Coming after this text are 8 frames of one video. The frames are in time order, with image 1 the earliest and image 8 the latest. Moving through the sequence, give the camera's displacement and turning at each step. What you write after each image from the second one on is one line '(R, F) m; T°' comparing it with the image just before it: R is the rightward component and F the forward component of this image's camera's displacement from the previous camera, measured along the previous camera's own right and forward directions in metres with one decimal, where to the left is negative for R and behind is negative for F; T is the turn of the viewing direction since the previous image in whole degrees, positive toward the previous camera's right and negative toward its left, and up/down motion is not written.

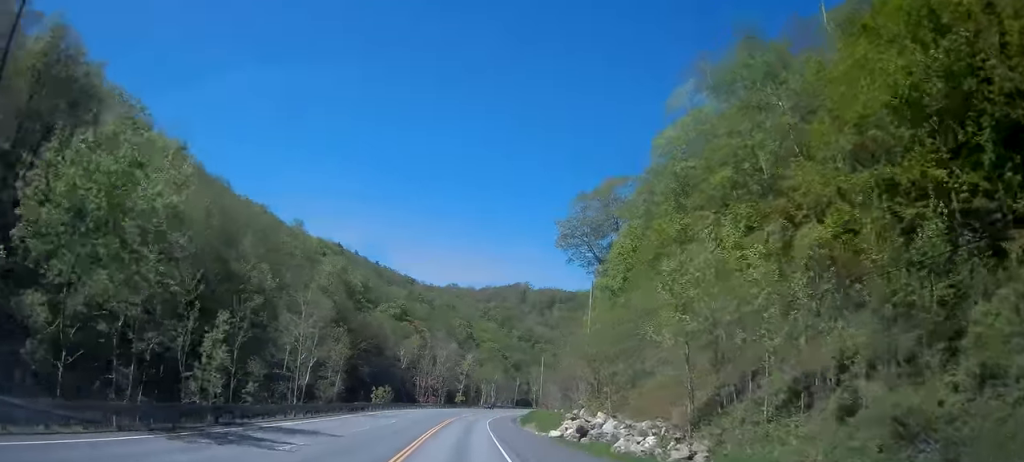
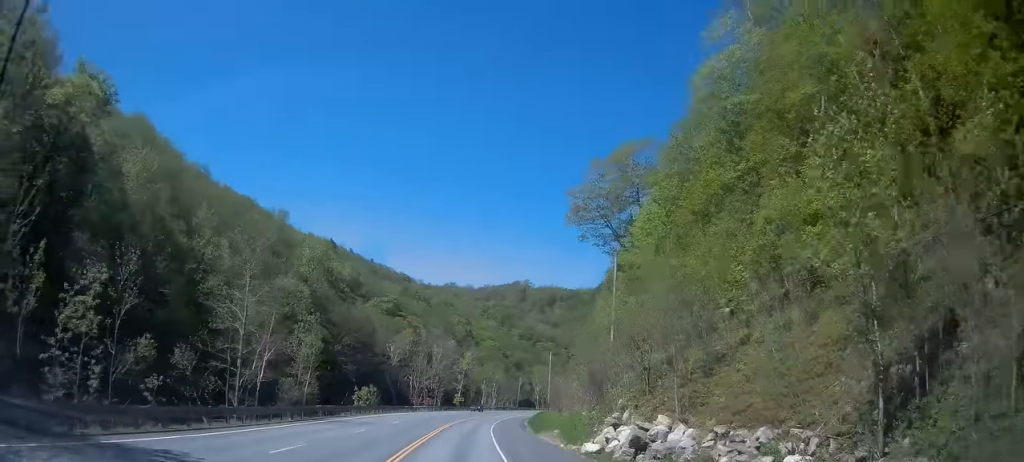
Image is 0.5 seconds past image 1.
(-0.2, +12.4) m; 0°
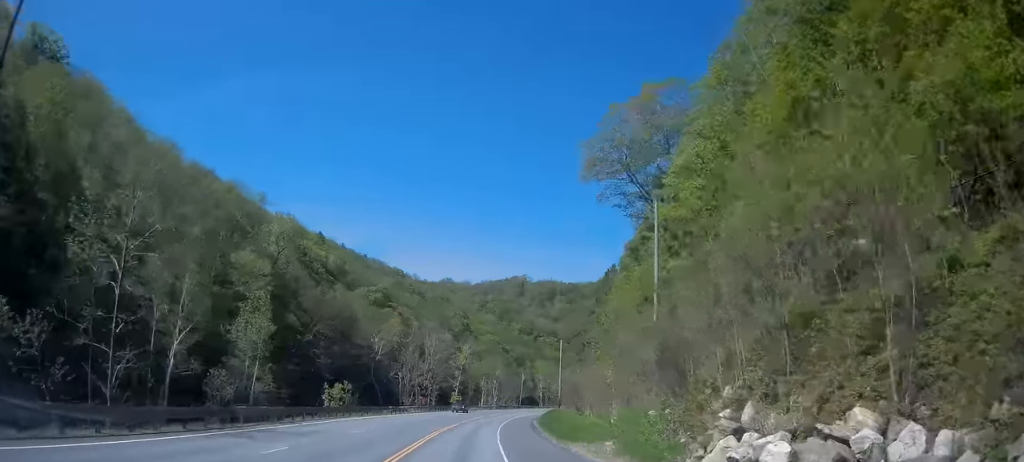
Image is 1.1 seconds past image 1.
(0.0, +14.0) m; +1°
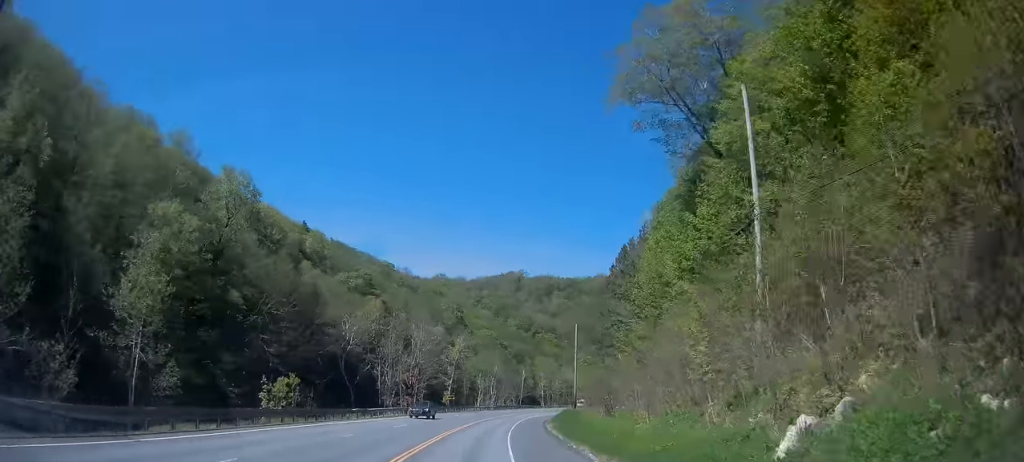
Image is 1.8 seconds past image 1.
(+0.1, +16.4) m; +1°
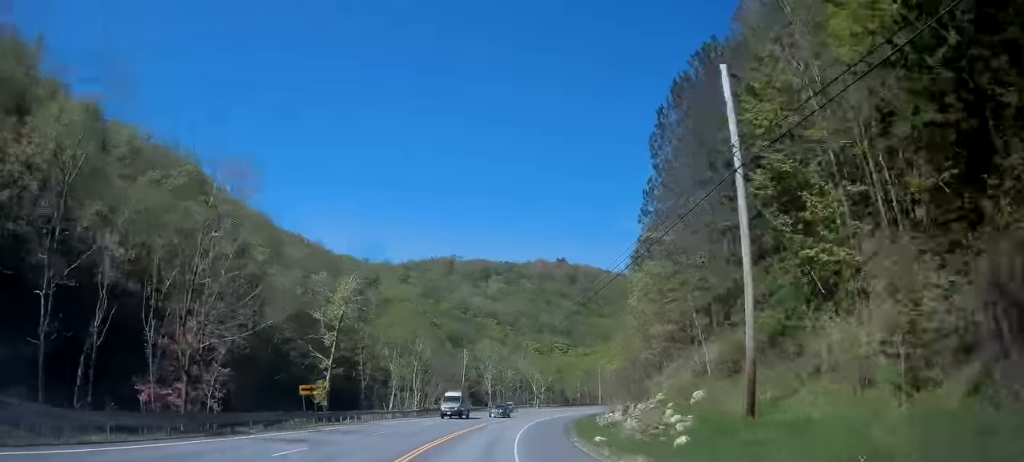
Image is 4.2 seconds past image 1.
(+3.4, +54.9) m; +7°
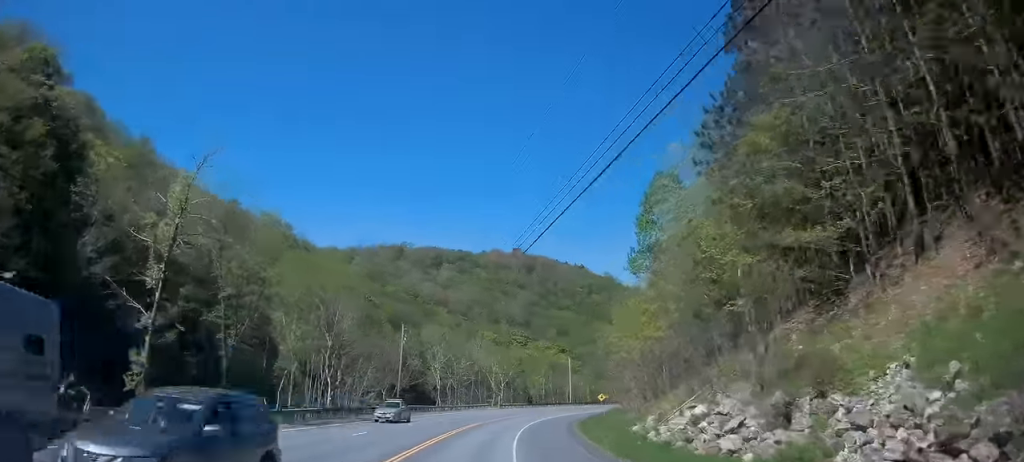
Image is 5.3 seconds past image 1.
(+0.8, +27.0) m; +4°
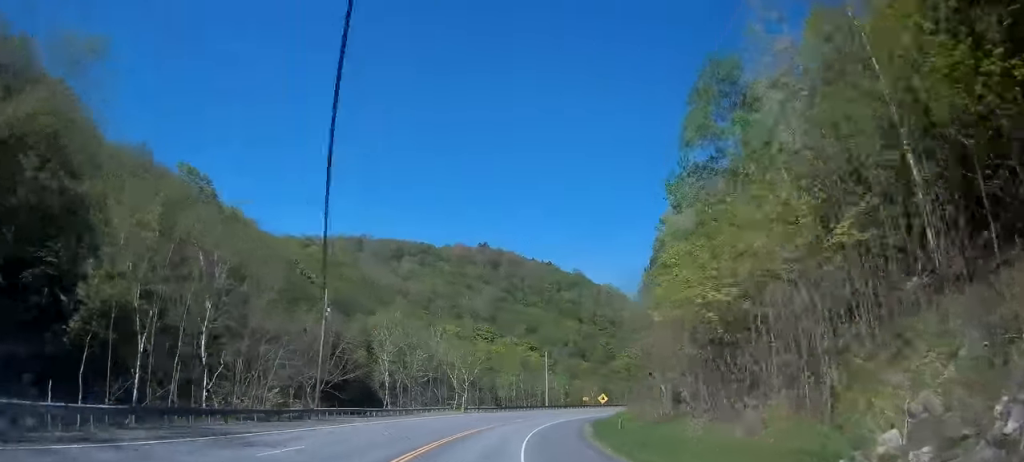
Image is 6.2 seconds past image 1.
(+0.6, +21.4) m; +4°
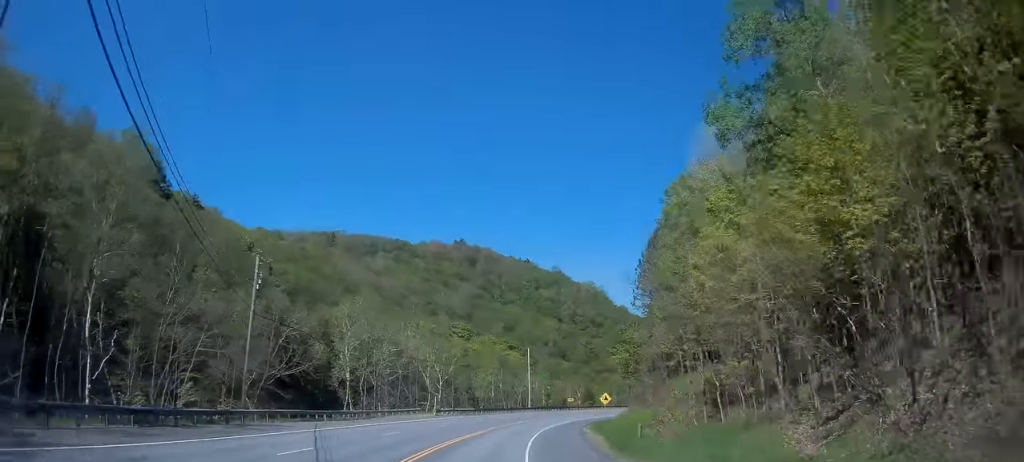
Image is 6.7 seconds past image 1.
(-0.1, +11.1) m; +3°
